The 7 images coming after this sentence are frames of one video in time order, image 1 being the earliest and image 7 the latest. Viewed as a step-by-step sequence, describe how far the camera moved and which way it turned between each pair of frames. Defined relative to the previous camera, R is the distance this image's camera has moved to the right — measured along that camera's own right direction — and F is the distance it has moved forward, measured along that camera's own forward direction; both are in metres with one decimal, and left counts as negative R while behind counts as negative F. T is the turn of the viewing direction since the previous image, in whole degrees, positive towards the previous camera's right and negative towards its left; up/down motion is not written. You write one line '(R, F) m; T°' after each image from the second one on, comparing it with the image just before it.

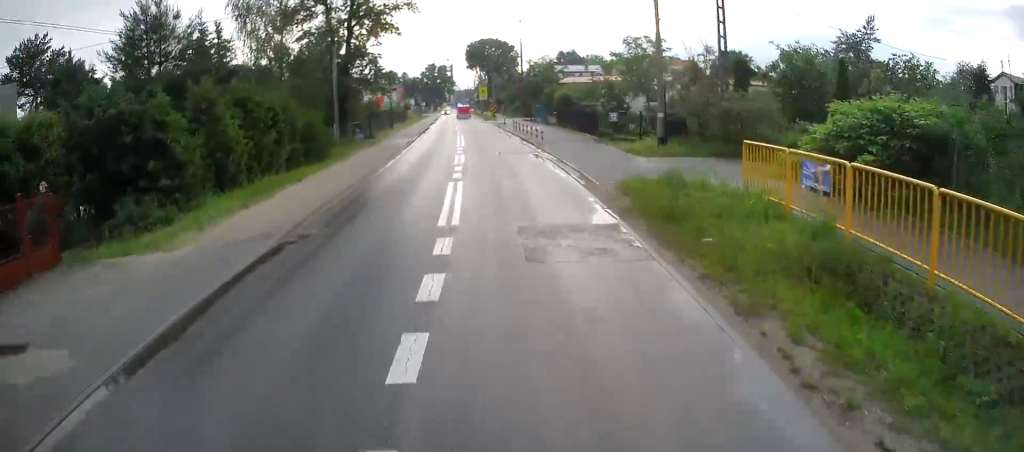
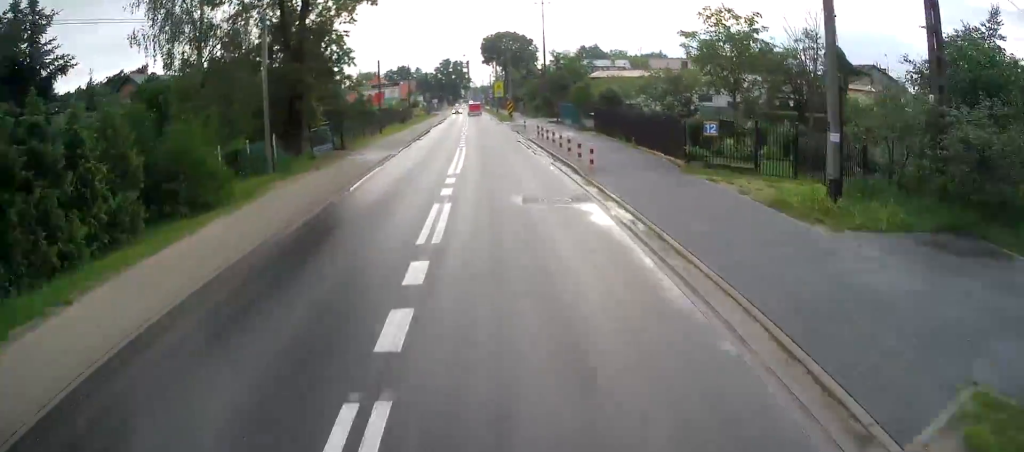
(-0.5, +12.0) m; -2°
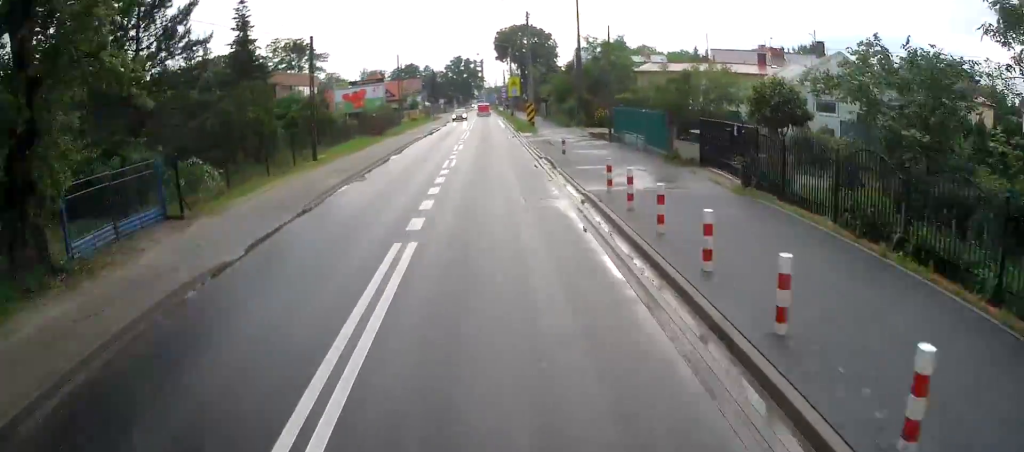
(+0.2, +18.4) m; -1°
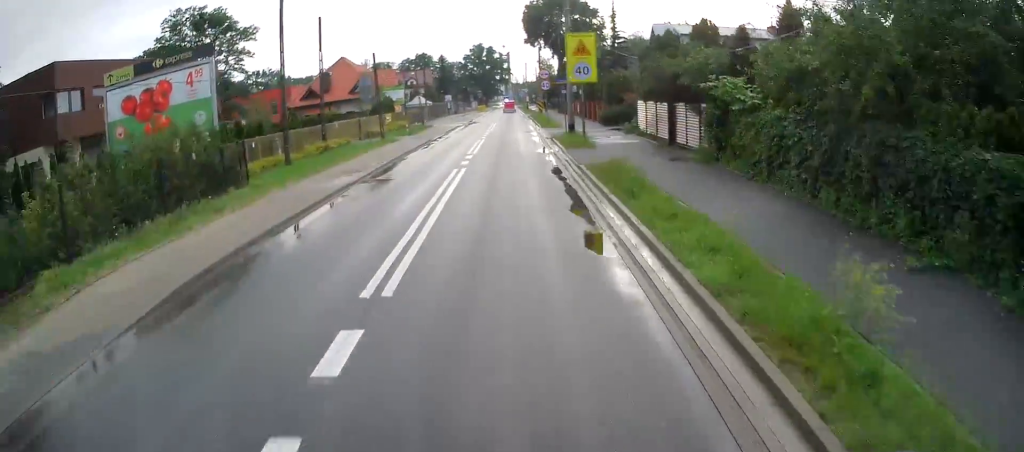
(-1.0, +39.8) m; -2°
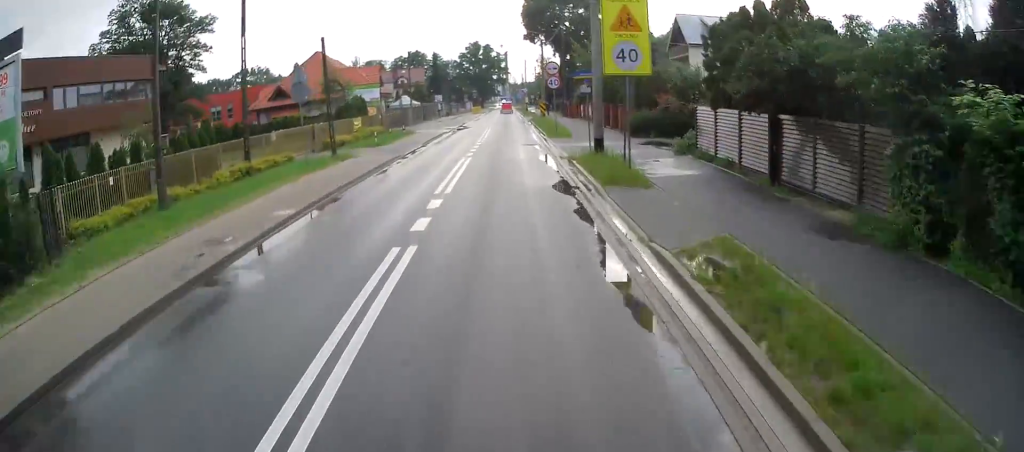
(0.0, +9.6) m; 0°
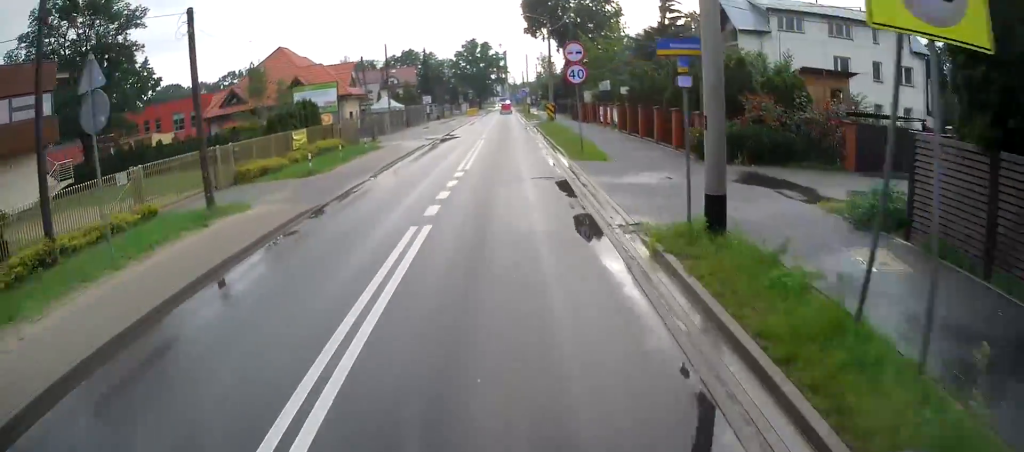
(0.0, +11.5) m; 0°
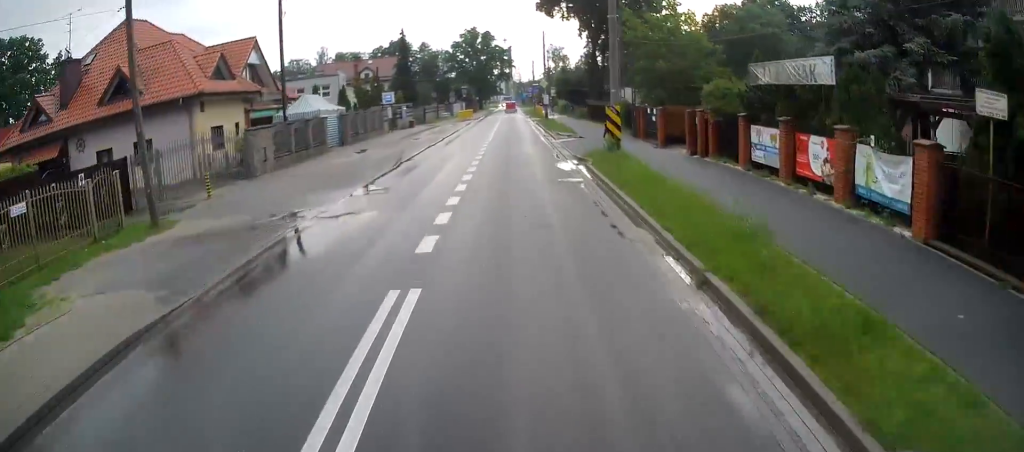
(-0.5, +26.6) m; -2°
